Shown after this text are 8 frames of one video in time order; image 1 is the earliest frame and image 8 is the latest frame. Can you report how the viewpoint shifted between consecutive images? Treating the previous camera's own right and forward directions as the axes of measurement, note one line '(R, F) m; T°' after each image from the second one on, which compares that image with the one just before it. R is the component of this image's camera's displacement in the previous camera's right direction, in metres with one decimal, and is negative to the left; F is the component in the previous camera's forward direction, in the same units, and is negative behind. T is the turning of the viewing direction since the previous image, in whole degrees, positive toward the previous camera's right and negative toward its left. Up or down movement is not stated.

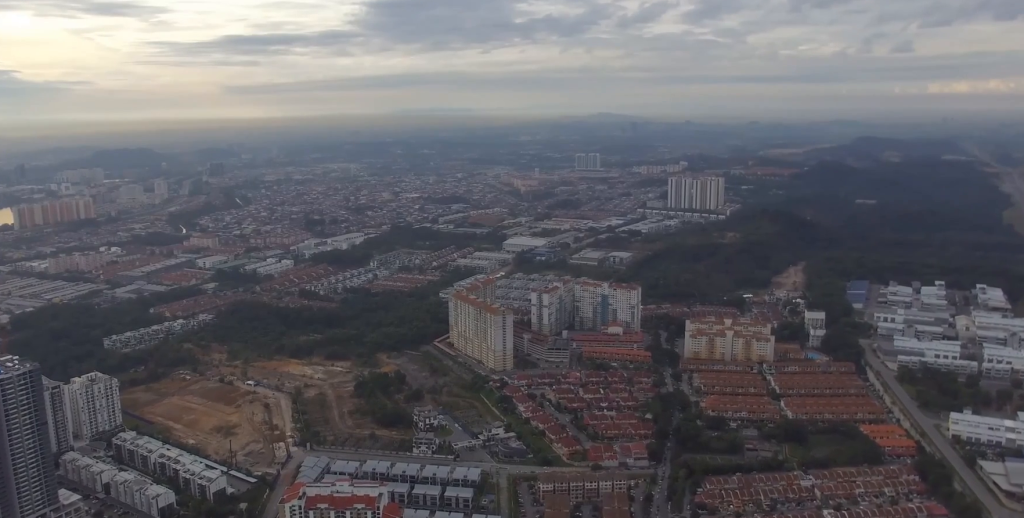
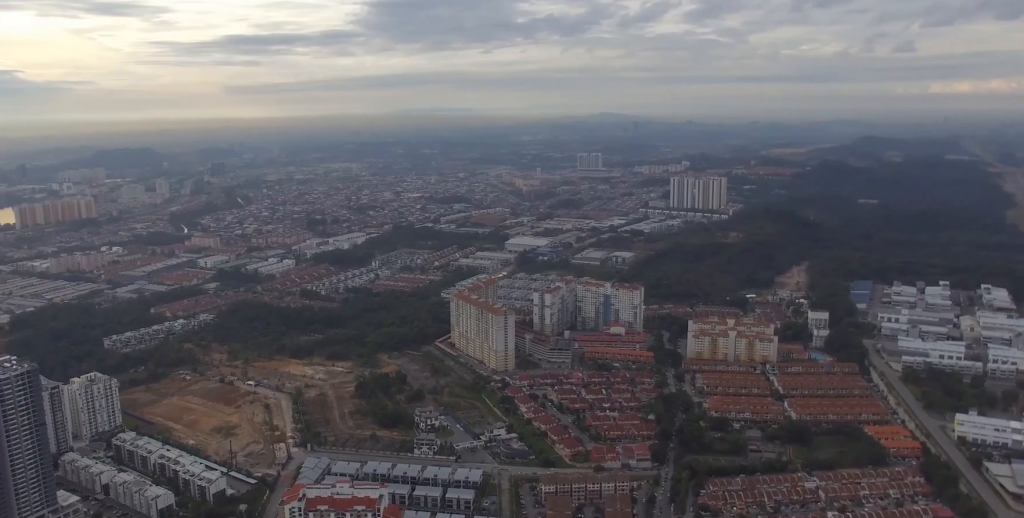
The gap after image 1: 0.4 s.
(0.0, +4.1) m; 0°
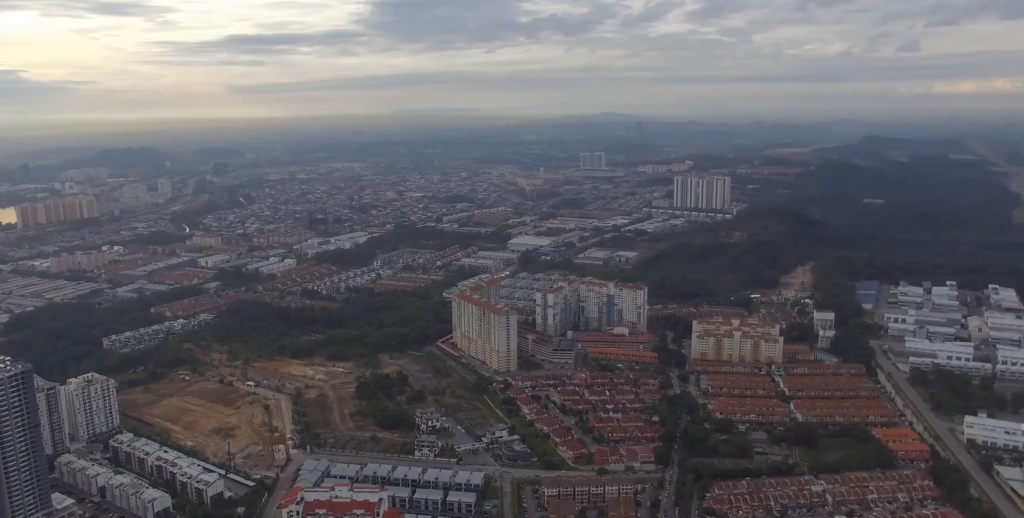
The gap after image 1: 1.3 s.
(0.0, +9.1) m; 0°
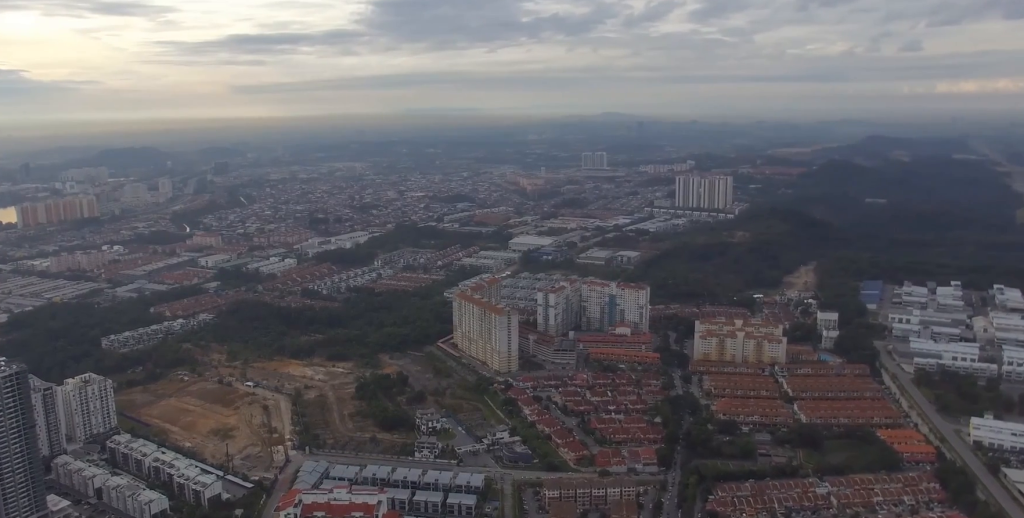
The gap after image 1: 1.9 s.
(0.0, +6.7) m; 0°
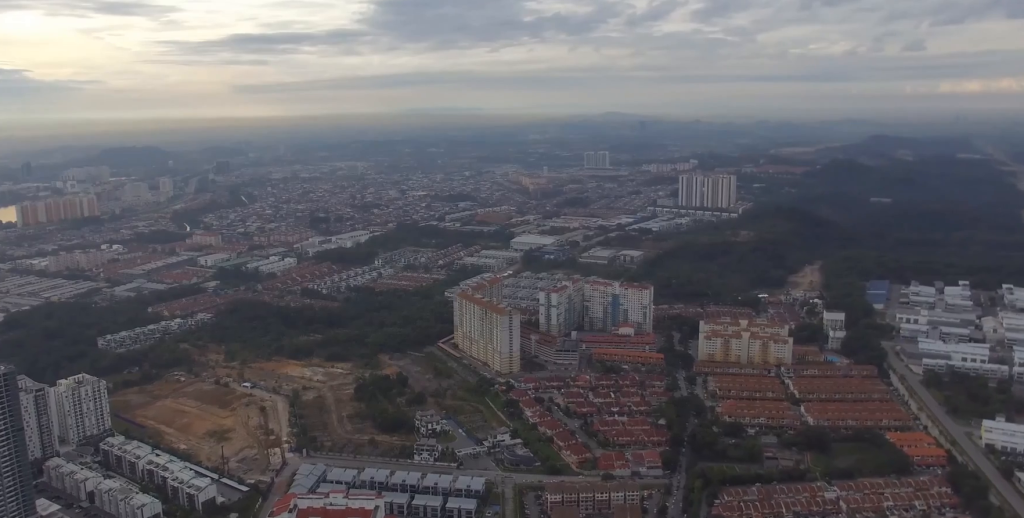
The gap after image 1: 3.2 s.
(0.0, +13.0) m; 0°
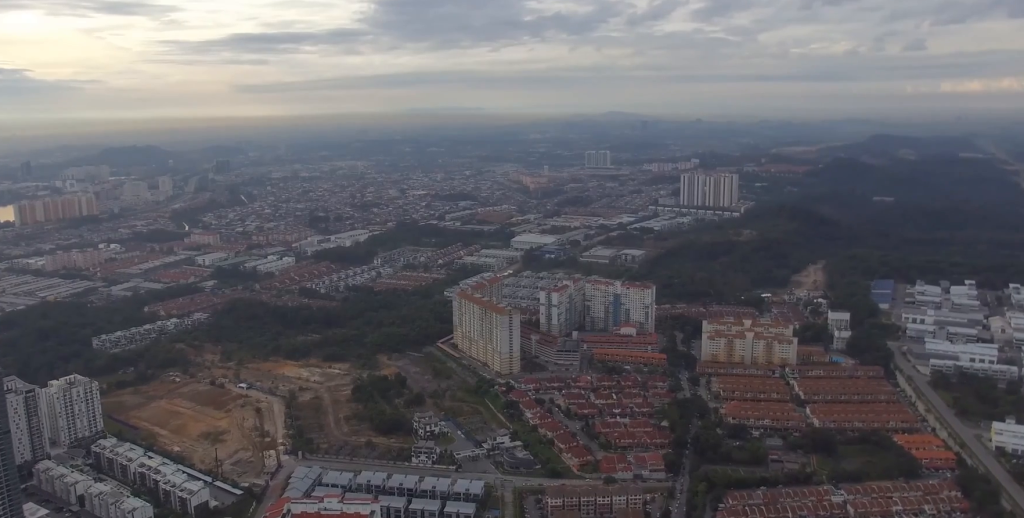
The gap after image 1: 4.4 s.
(0.0, +12.5) m; 0°
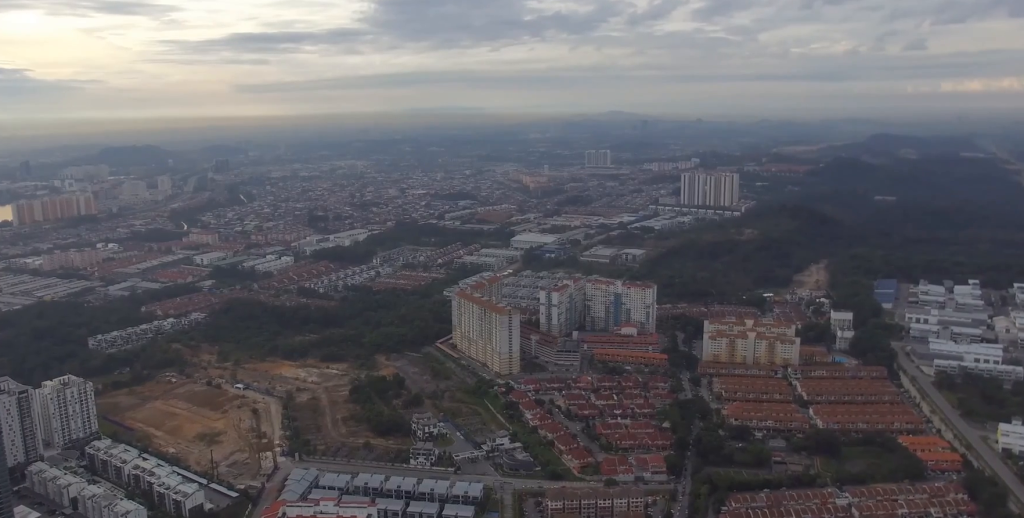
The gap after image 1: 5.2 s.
(0.0, +8.4) m; 0°
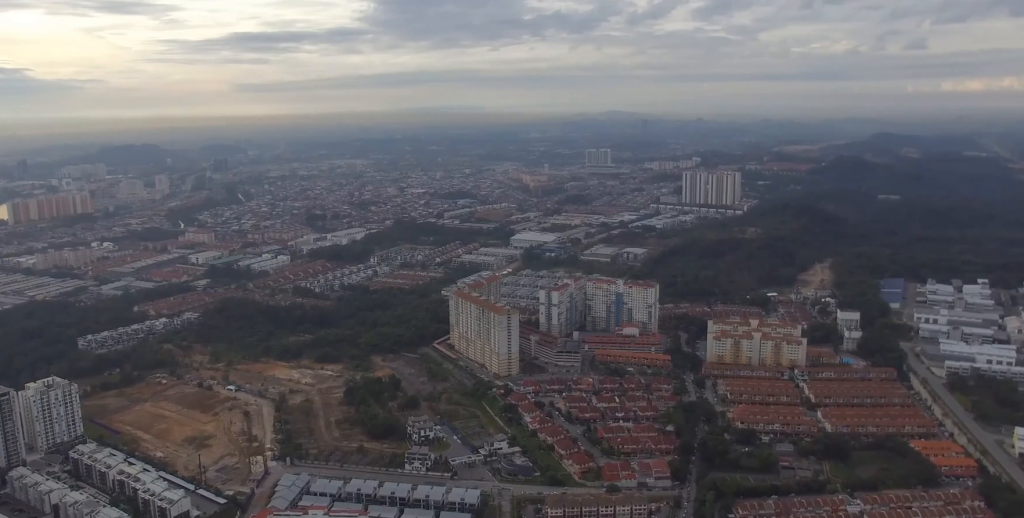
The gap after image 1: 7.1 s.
(0.0, +20.5) m; 0°
